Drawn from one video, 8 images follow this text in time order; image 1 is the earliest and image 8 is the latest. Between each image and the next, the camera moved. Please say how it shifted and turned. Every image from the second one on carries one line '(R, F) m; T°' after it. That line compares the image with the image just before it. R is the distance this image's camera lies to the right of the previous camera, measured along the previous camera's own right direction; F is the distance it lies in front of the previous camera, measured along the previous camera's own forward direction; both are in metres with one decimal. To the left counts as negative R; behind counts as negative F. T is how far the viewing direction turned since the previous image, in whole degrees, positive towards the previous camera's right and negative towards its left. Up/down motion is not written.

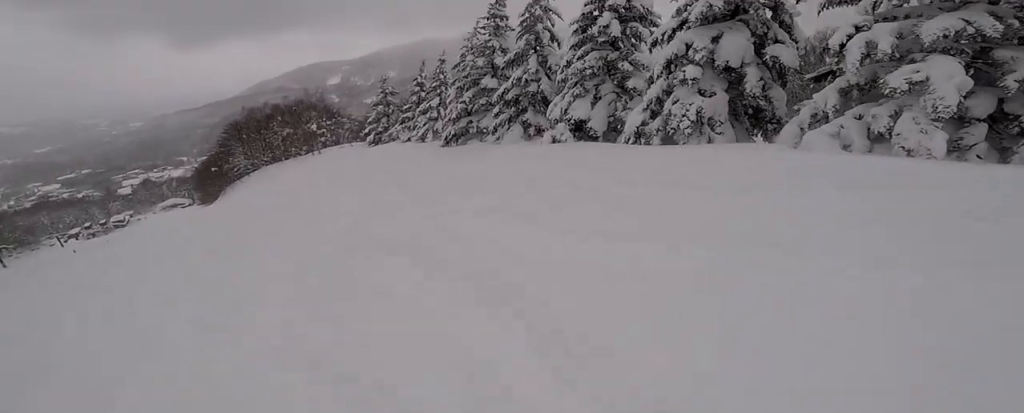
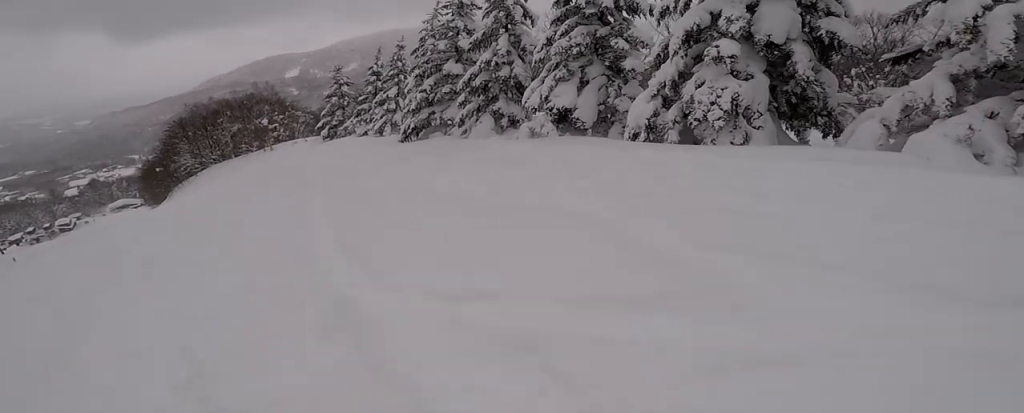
(-1.3, +3.0) m; -1°
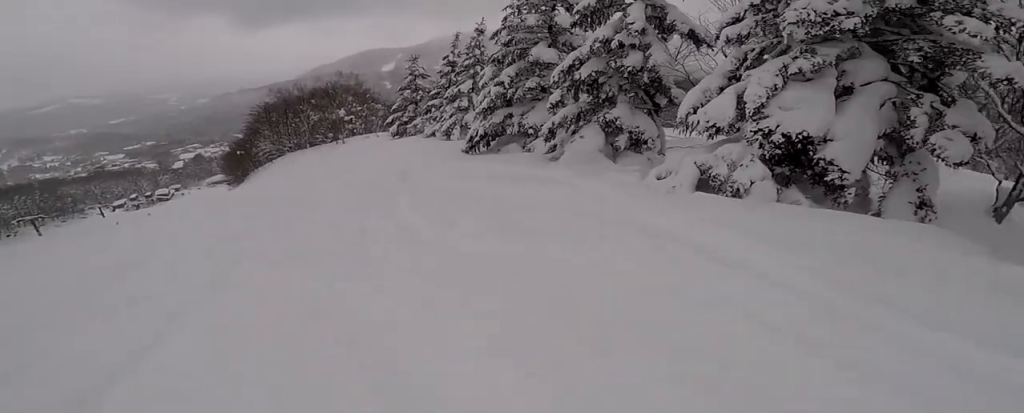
(+0.2, +7.3) m; 0°
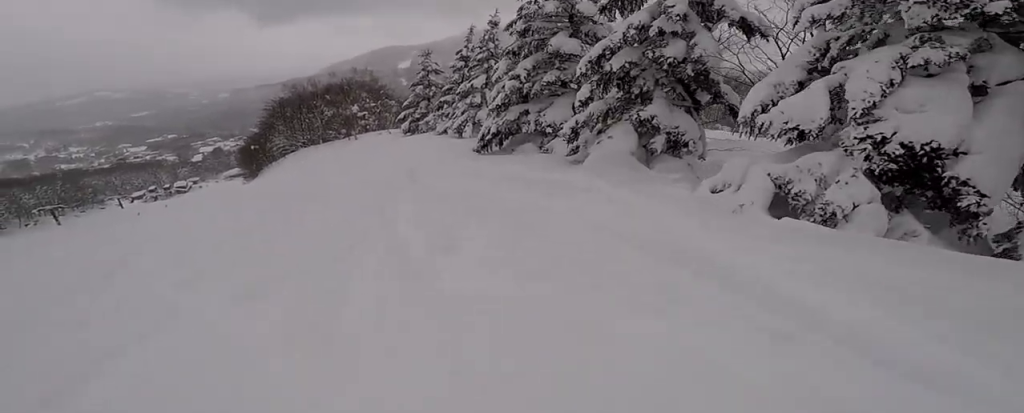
(+0.2, +1.6) m; 0°
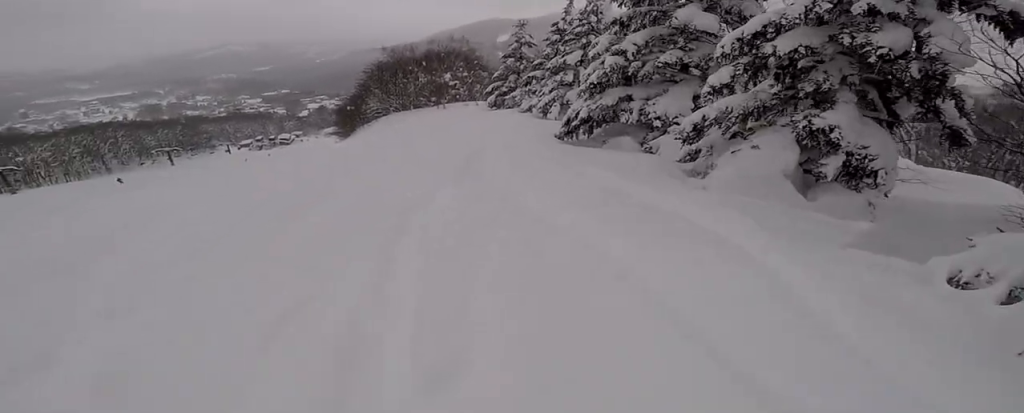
(+1.2, +2.7) m; -1°
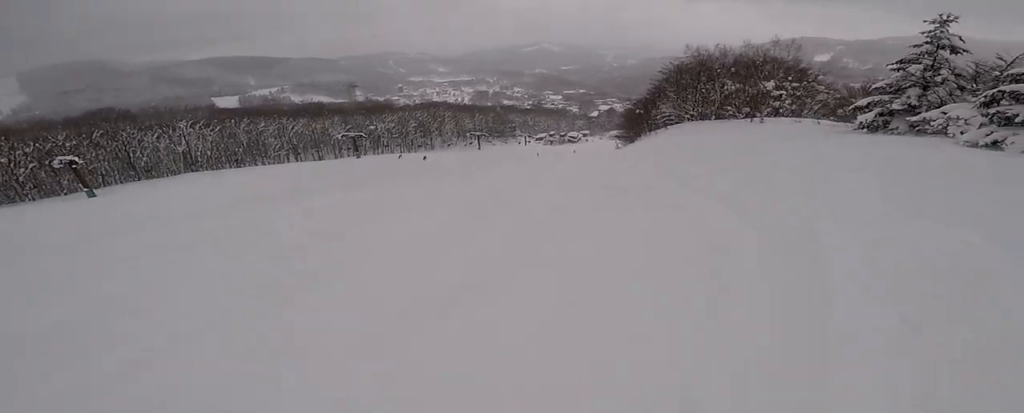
(-9.0, +9.0) m; -51°
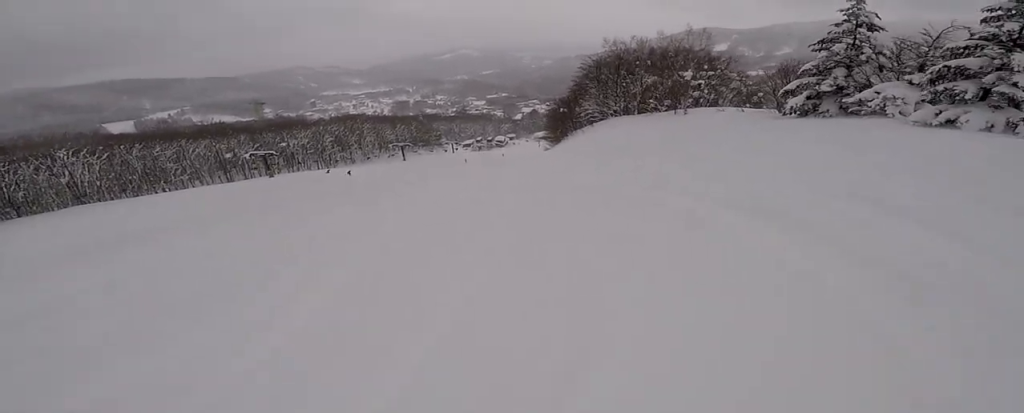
(+0.1, +2.3) m; -1°
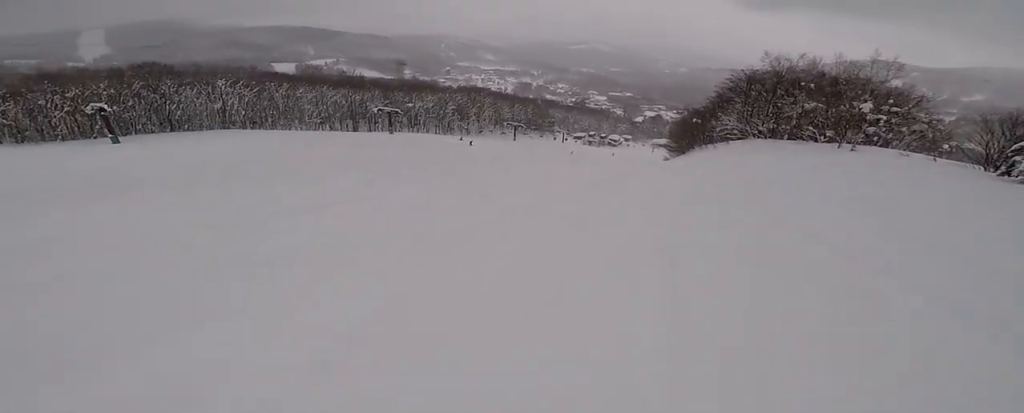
(+1.1, +2.8) m; -9°
